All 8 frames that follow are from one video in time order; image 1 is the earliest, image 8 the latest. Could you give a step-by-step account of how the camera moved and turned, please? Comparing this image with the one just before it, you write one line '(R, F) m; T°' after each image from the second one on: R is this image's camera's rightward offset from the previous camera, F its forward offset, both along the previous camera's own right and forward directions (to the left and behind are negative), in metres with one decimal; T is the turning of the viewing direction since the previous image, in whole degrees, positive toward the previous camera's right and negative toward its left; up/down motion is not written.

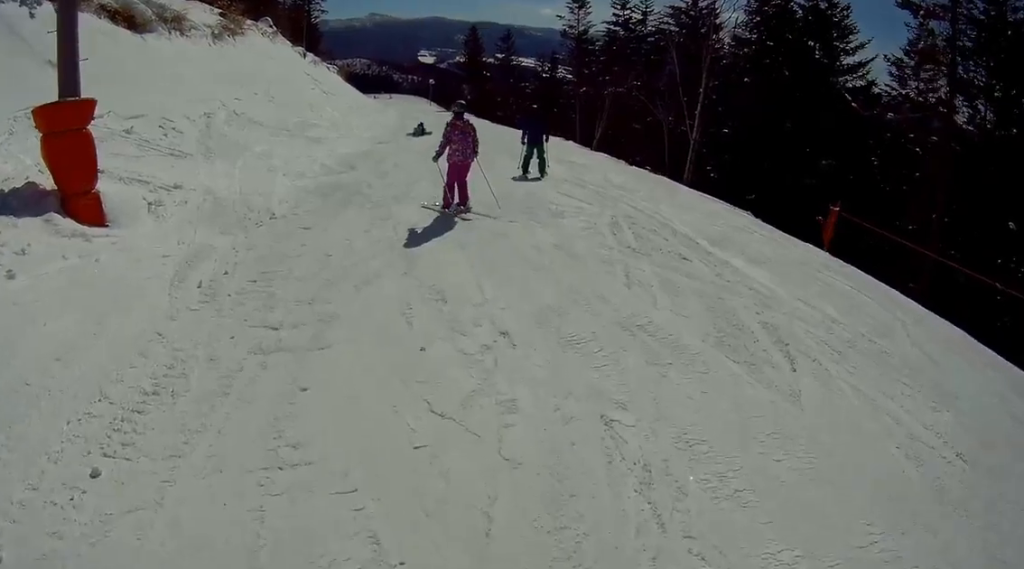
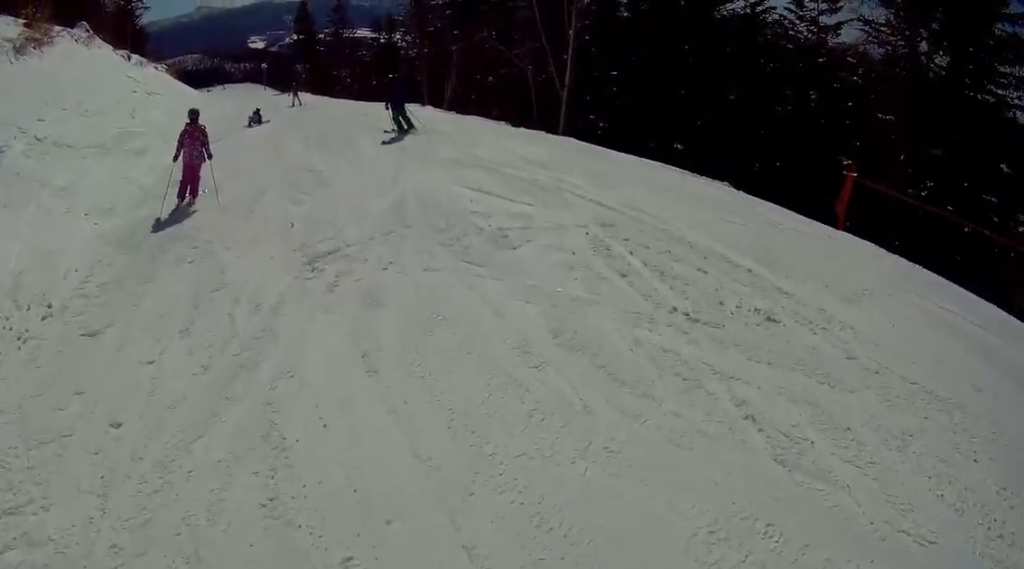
(+0.7, +3.8) m; +20°
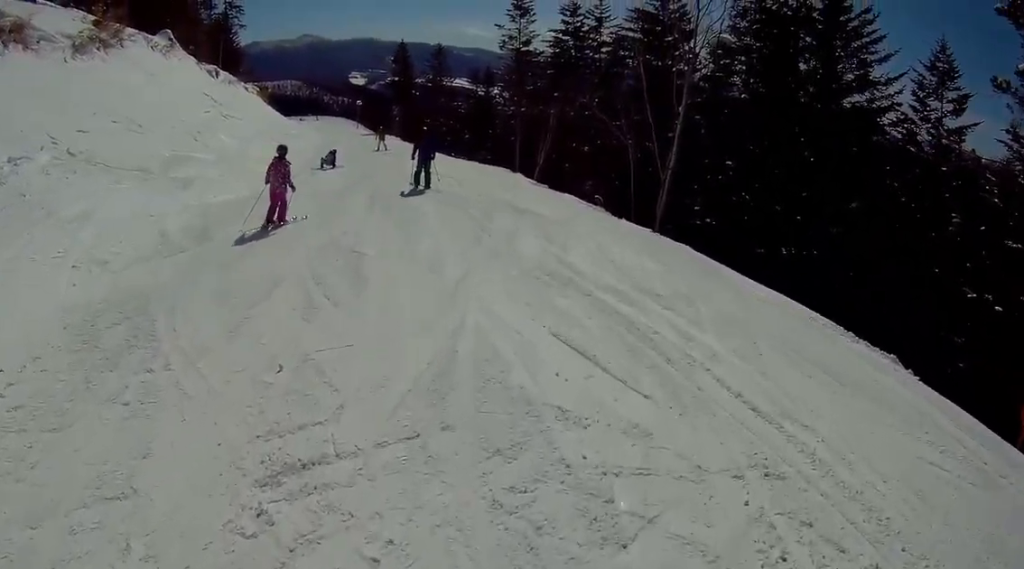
(+0.6, +3.4) m; +9°
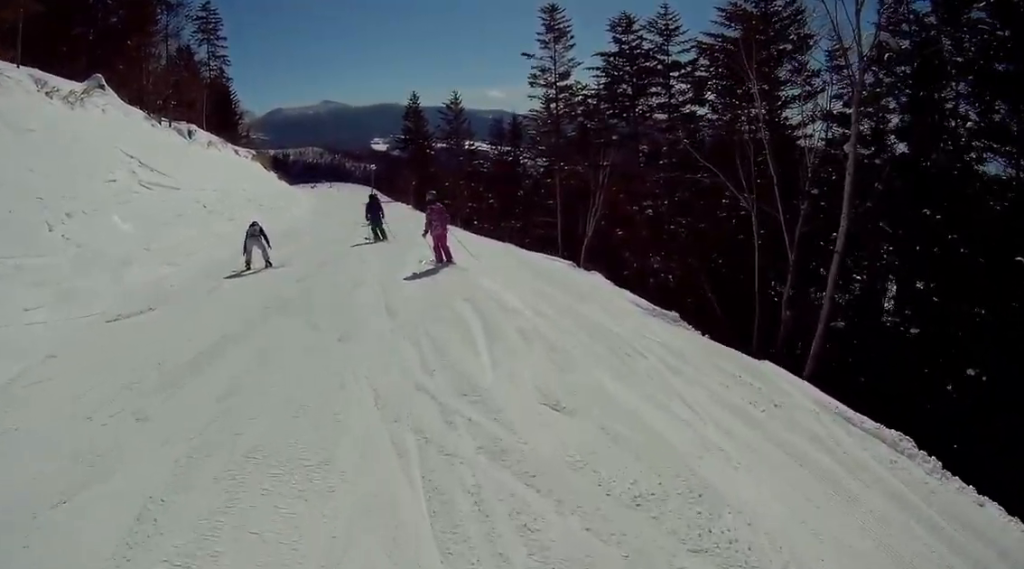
(-2.6, +11.8) m; -21°
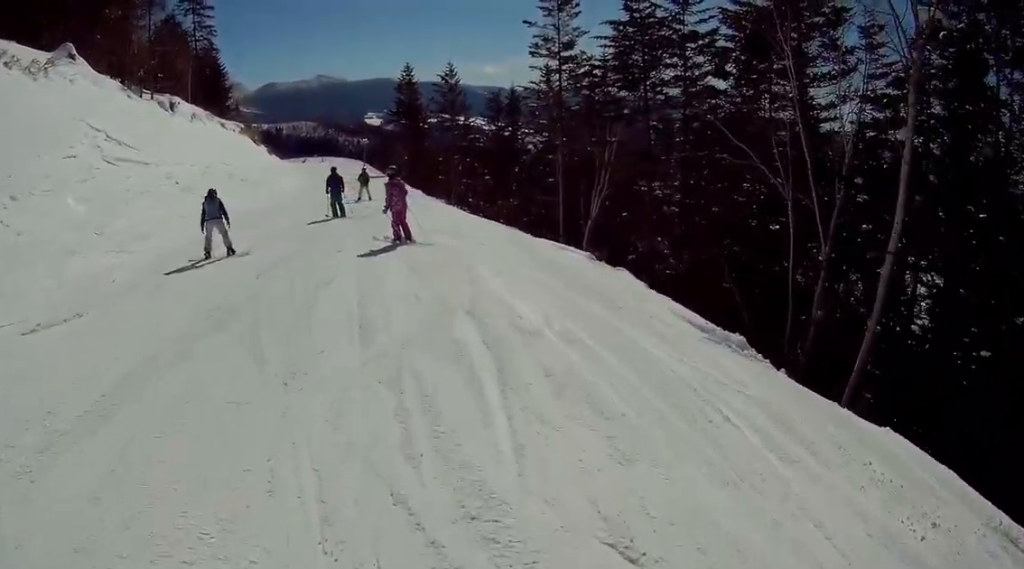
(+0.3, +1.9) m; +5°
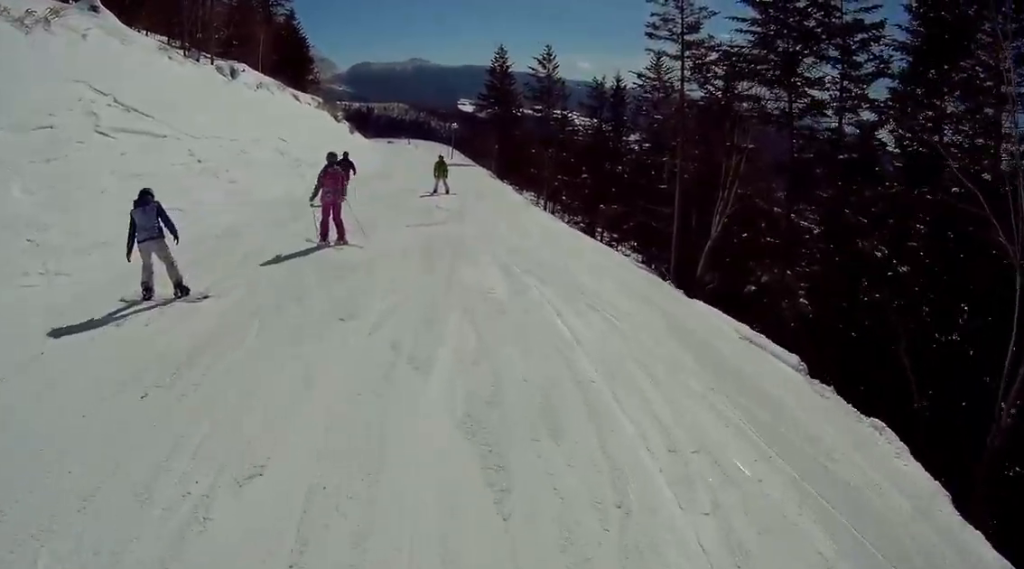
(+0.4, +4.4) m; +6°
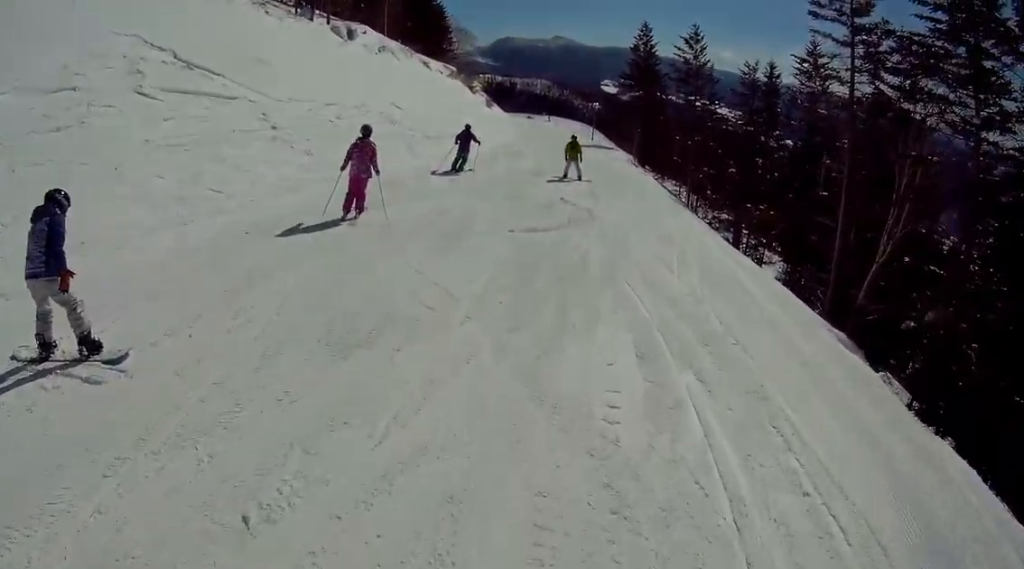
(0.0, +2.9) m; -2°
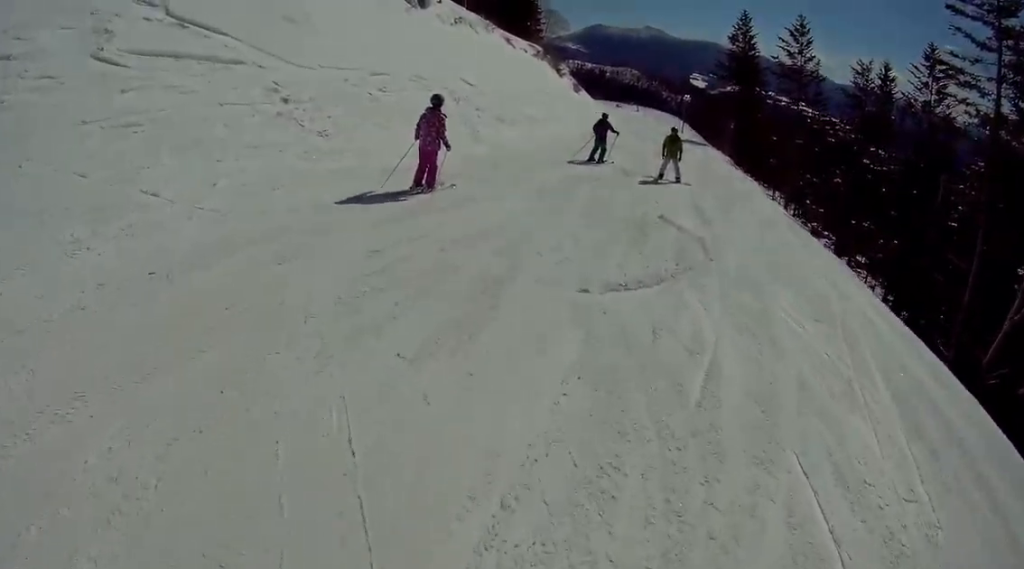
(0.0, +3.2) m; -8°
